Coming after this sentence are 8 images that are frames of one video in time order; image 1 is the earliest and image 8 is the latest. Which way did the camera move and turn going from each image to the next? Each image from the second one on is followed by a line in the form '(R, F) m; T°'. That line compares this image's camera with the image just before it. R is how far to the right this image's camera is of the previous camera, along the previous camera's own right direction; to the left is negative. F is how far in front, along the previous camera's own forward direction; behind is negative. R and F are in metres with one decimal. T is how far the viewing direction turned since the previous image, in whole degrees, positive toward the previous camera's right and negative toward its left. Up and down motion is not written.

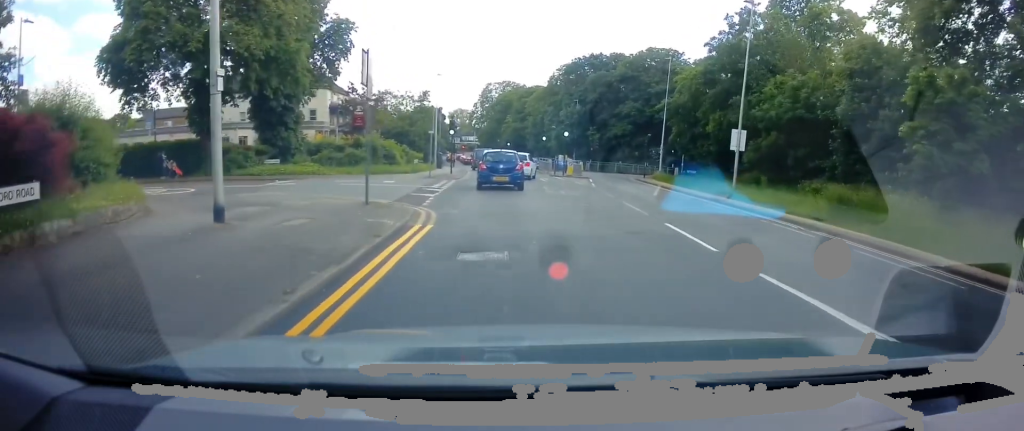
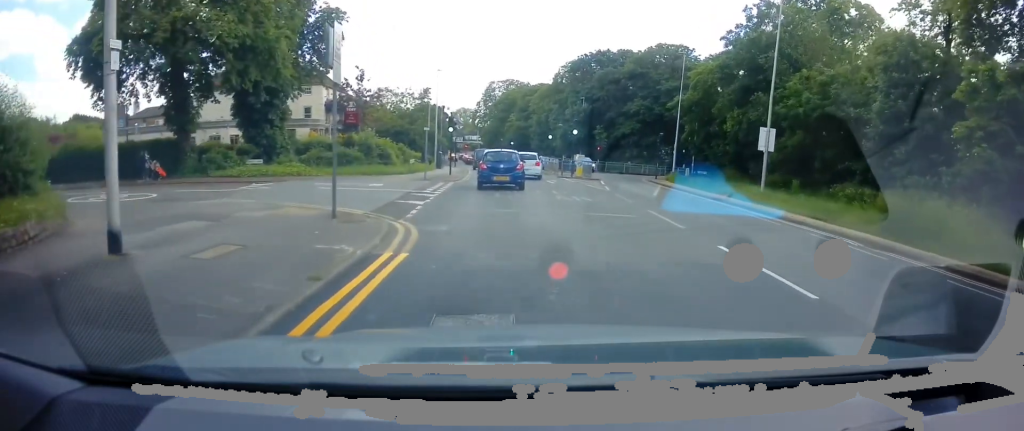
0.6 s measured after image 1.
(0.0, +2.5) m; +1°
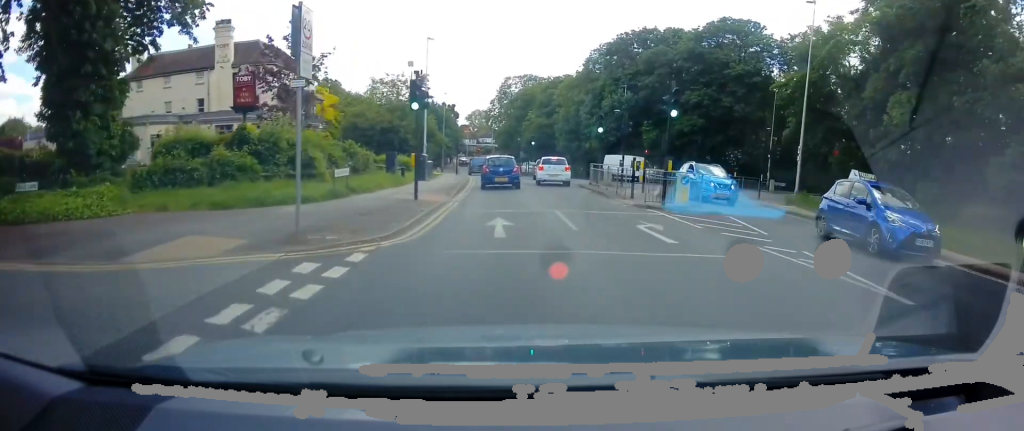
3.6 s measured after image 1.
(-0.5, +17.6) m; -5°
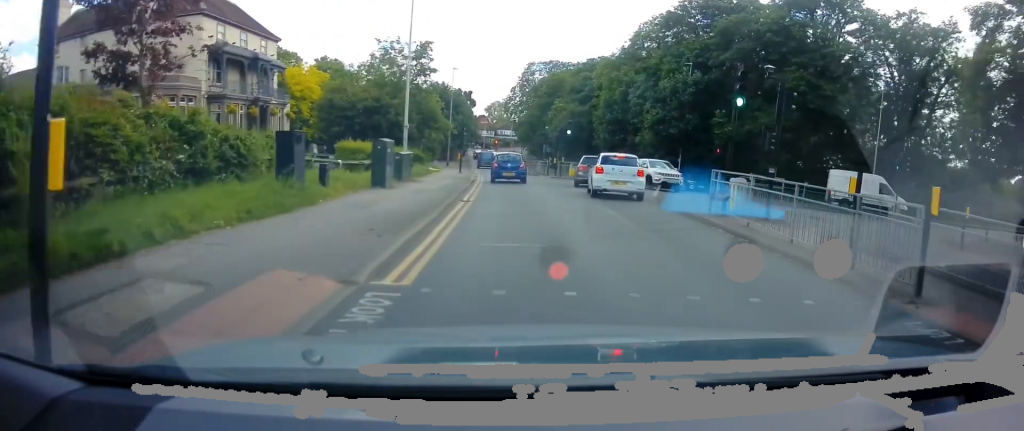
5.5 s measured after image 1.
(-0.2, +13.6) m; -2°
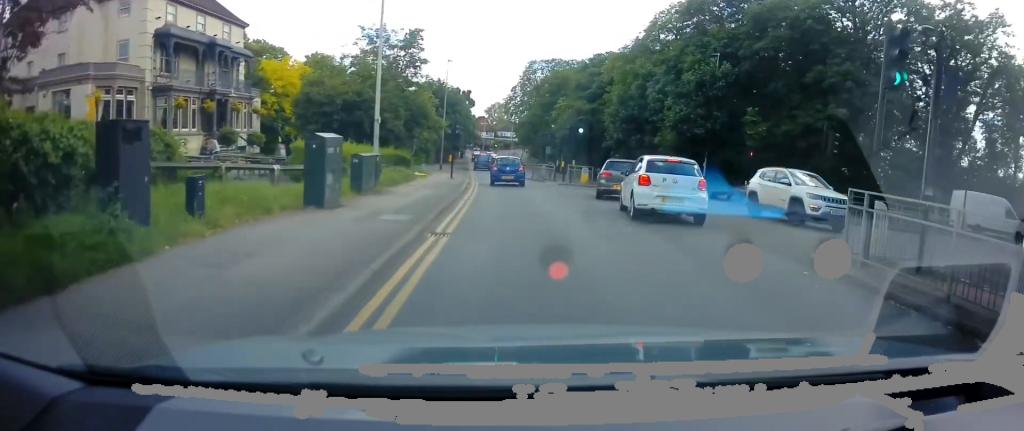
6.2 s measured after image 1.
(0.0, +5.9) m; -2°
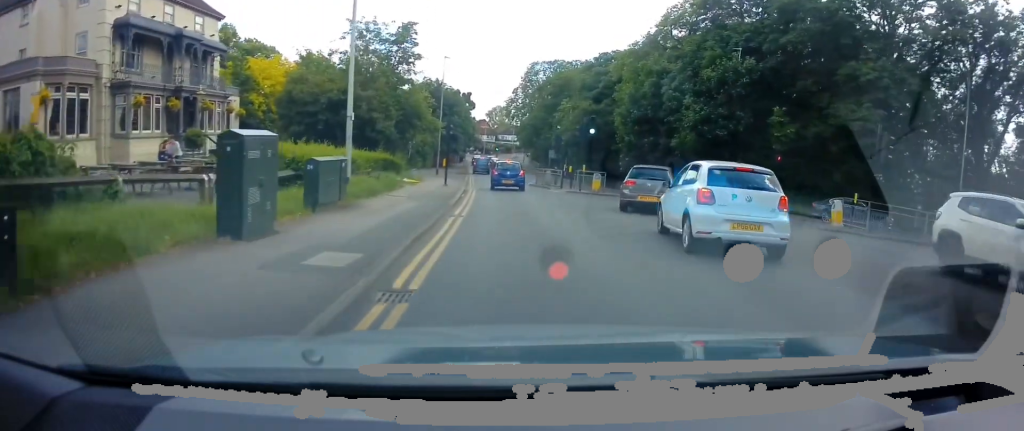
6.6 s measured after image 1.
(-0.1, +3.7) m; 0°
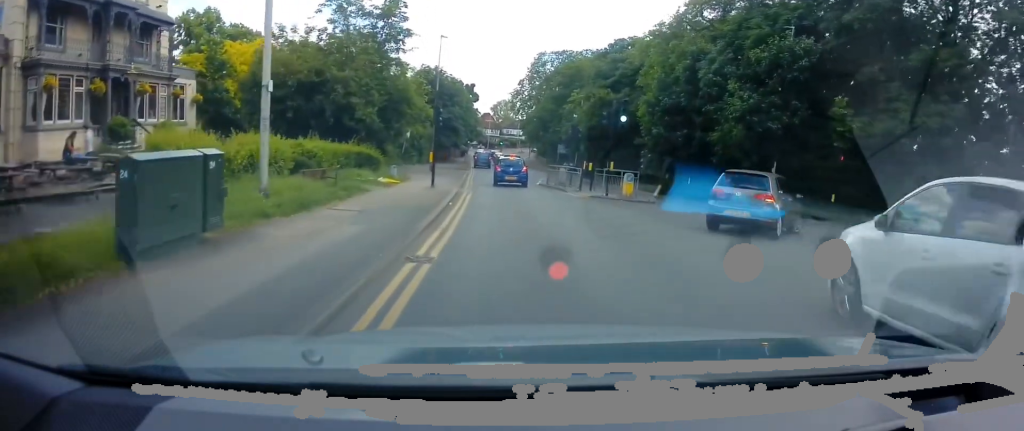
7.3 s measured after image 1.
(-0.2, +6.0) m; 0°
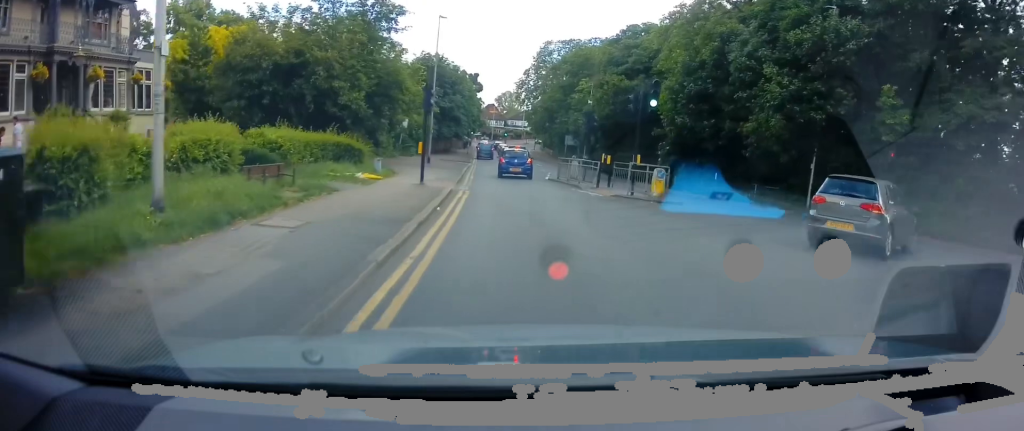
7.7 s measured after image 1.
(+0.1, +3.7) m; 0°
